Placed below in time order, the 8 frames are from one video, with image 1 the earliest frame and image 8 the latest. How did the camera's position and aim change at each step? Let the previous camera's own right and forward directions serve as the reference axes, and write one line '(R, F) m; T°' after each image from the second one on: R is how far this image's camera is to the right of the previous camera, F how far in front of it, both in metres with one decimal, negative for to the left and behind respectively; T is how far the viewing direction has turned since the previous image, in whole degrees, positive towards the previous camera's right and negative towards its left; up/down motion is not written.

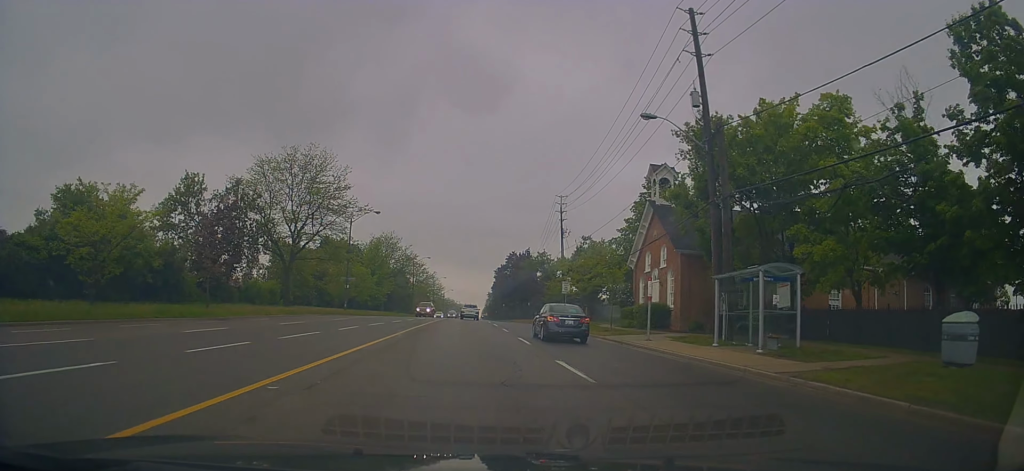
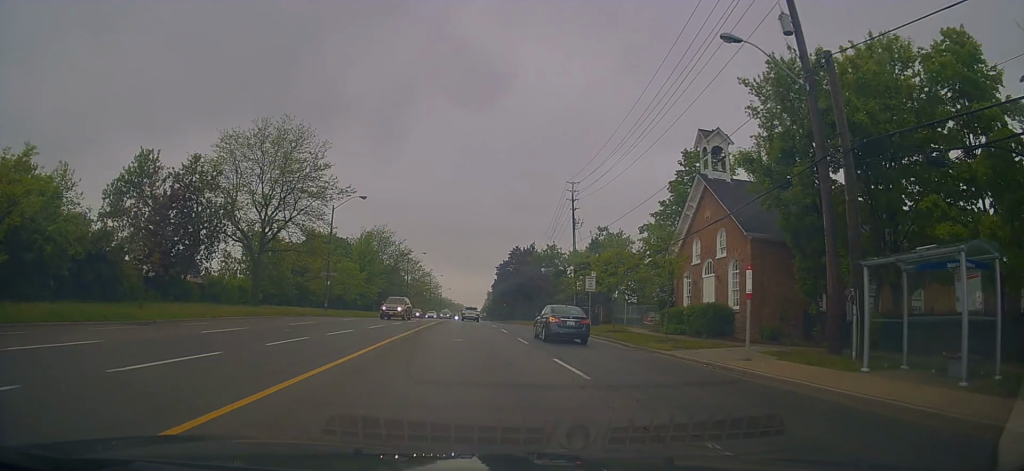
(+0.1, +8.2) m; +1°
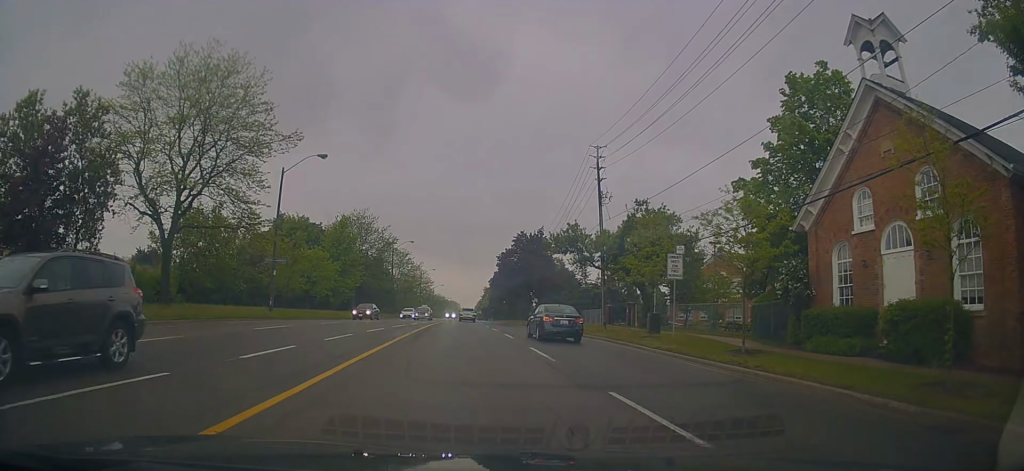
(+0.3, +14.4) m; 0°
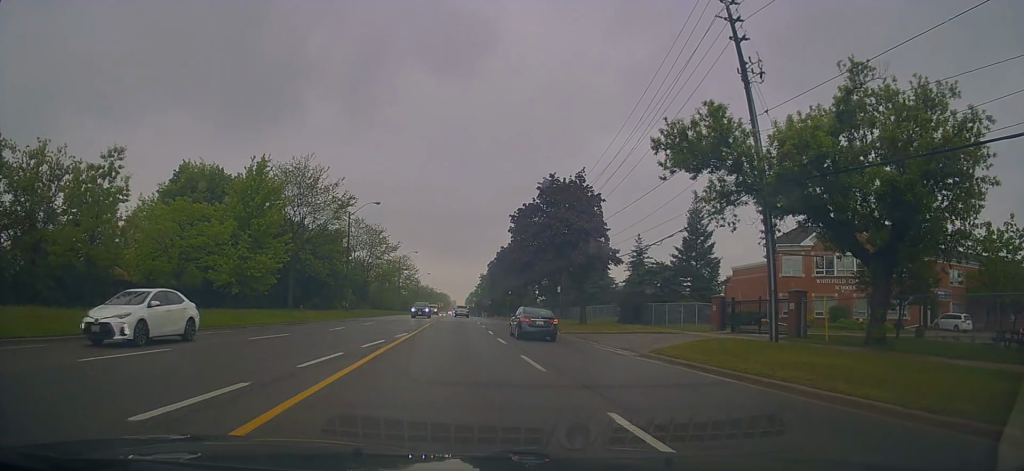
(-1.3, +28.8) m; -1°
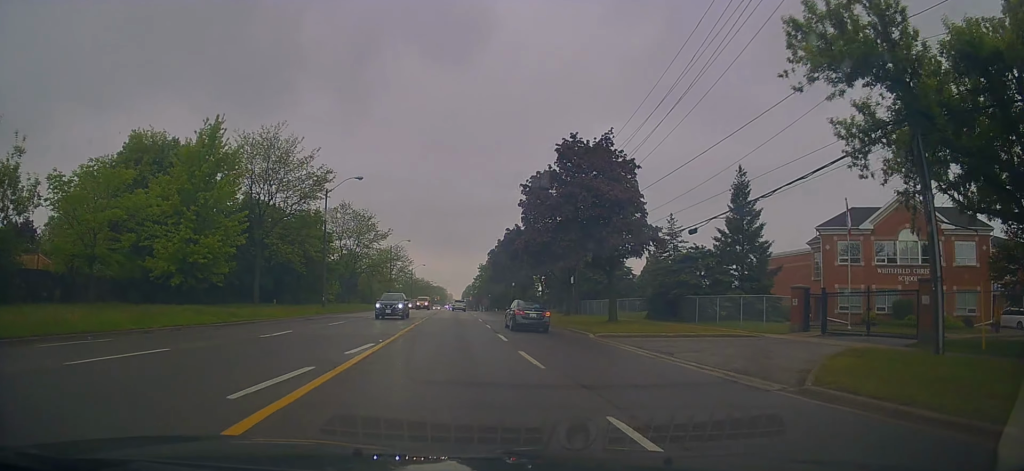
(+0.5, +8.9) m; +2°
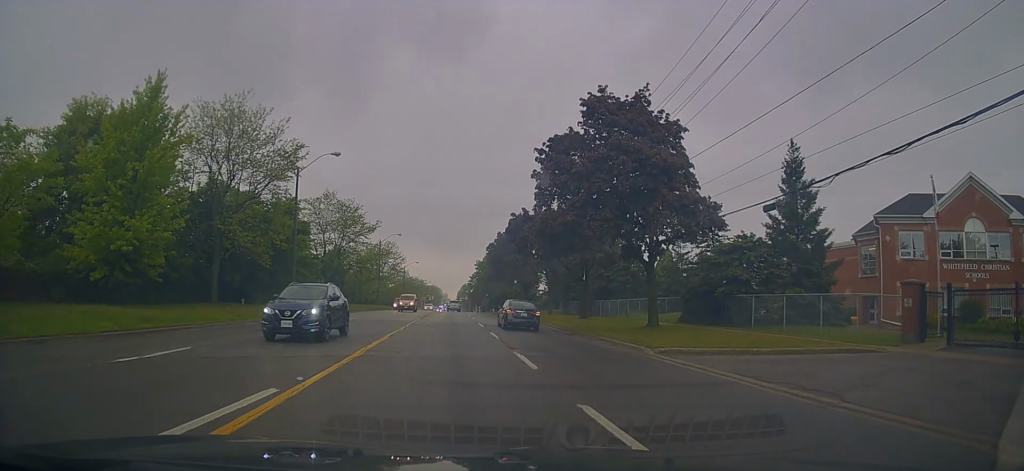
(+0.1, +8.3) m; +1°
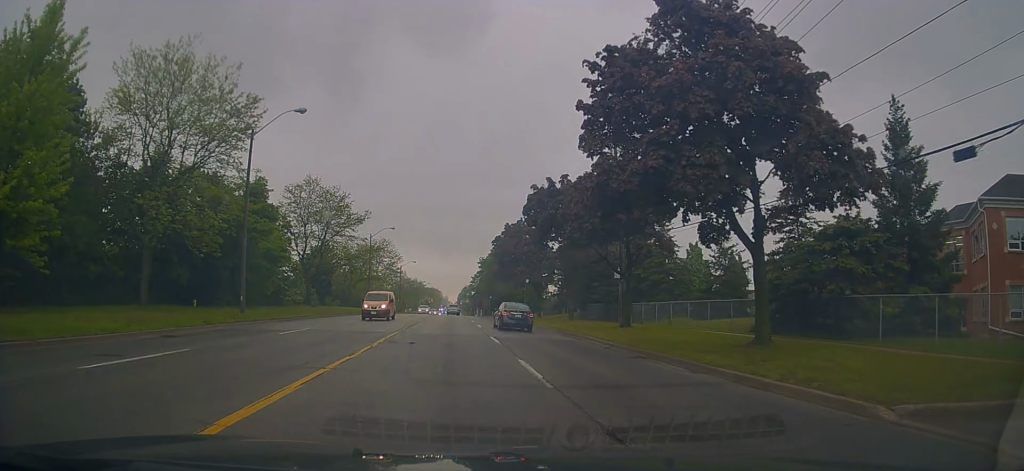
(0.0, +10.1) m; 0°
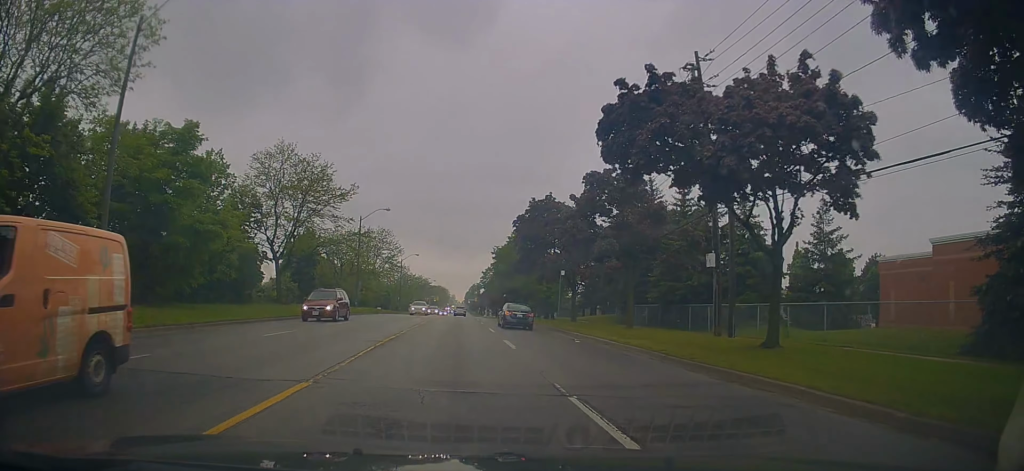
(-0.1, +13.9) m; -1°
